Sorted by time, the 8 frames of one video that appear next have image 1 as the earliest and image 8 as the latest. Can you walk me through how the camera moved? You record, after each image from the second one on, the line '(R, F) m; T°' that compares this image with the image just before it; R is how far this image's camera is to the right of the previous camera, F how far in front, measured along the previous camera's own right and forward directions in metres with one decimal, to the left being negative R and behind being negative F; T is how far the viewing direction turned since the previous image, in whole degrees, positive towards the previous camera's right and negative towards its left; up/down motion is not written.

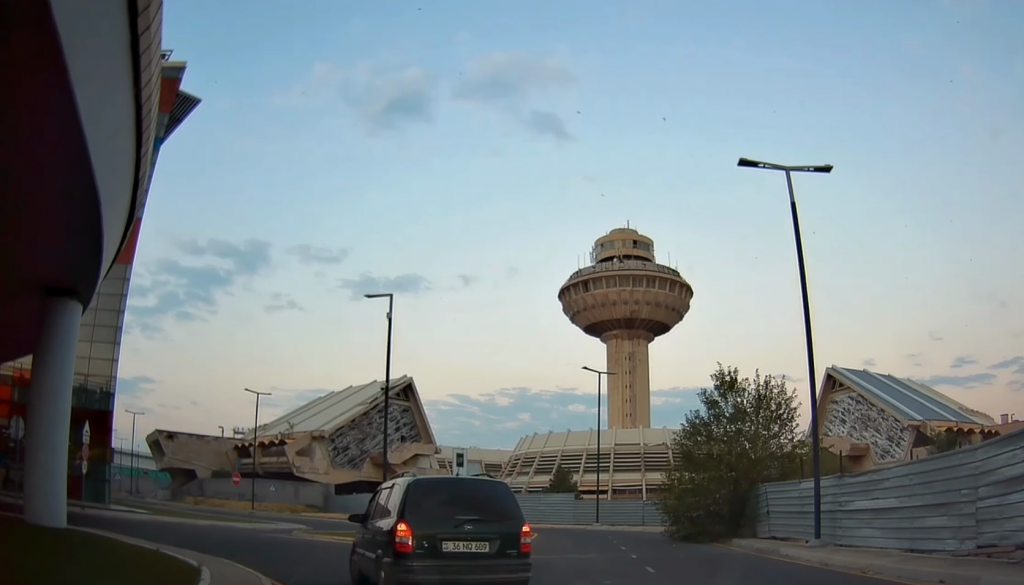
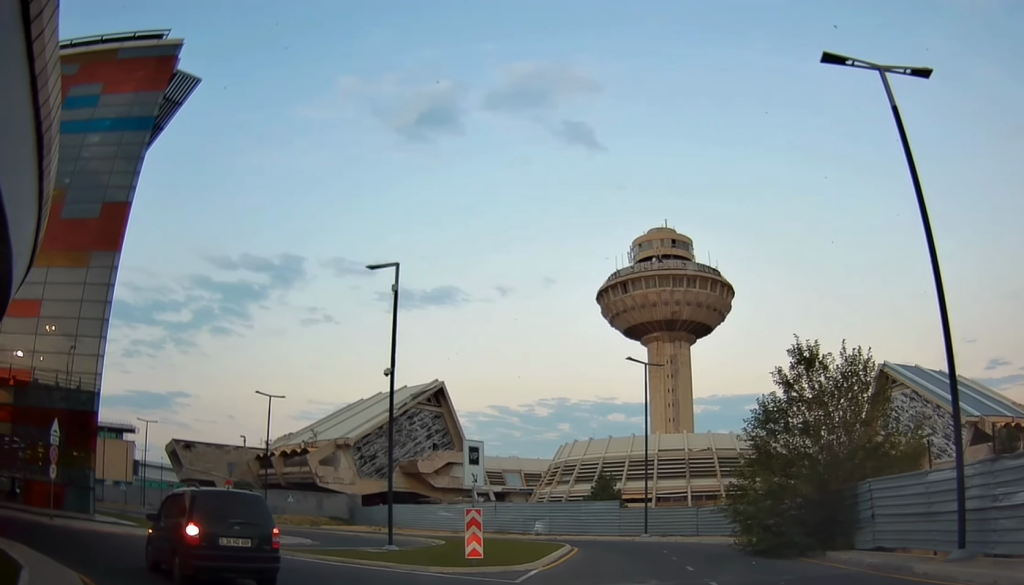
(0.0, +4.7) m; -3°
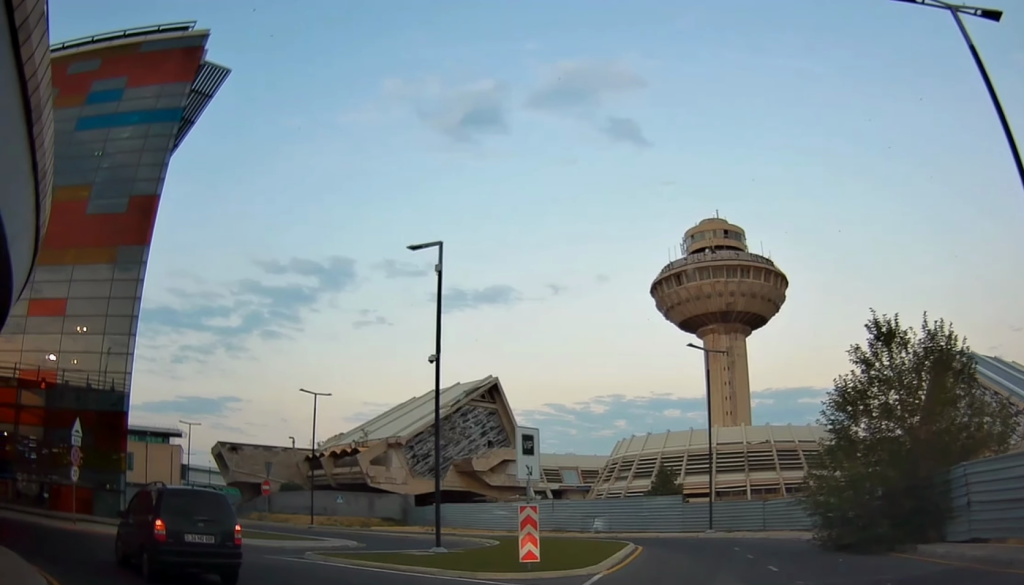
(+0.1, +1.7) m; -5°
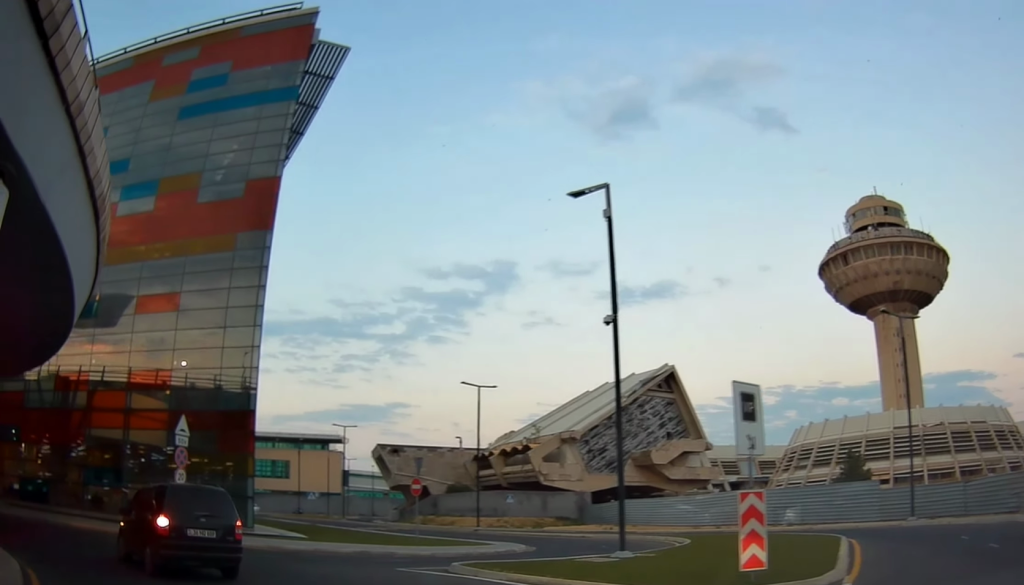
(-0.4, +3.7) m; -15°
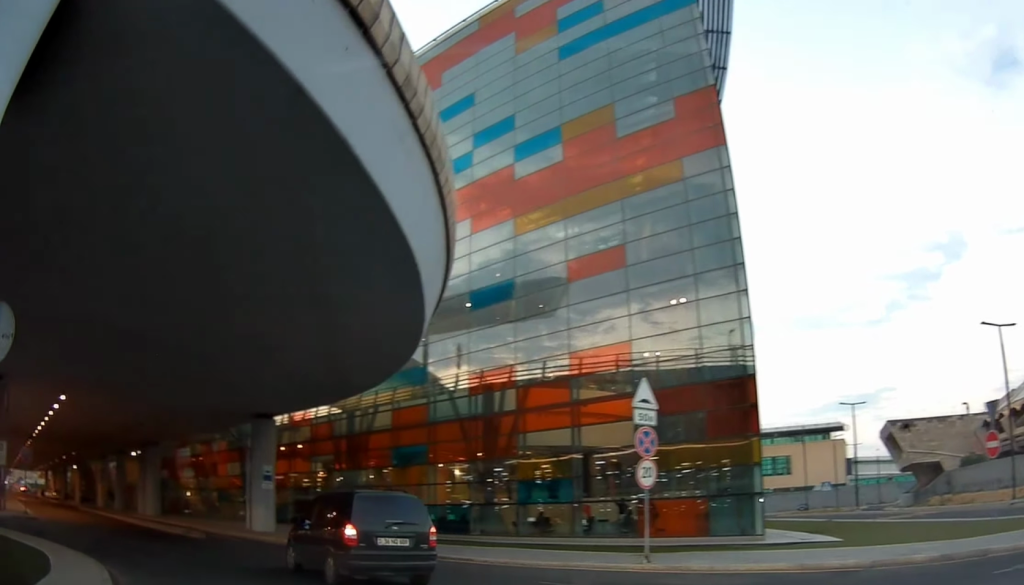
(-2.1, +7.4) m; -35°
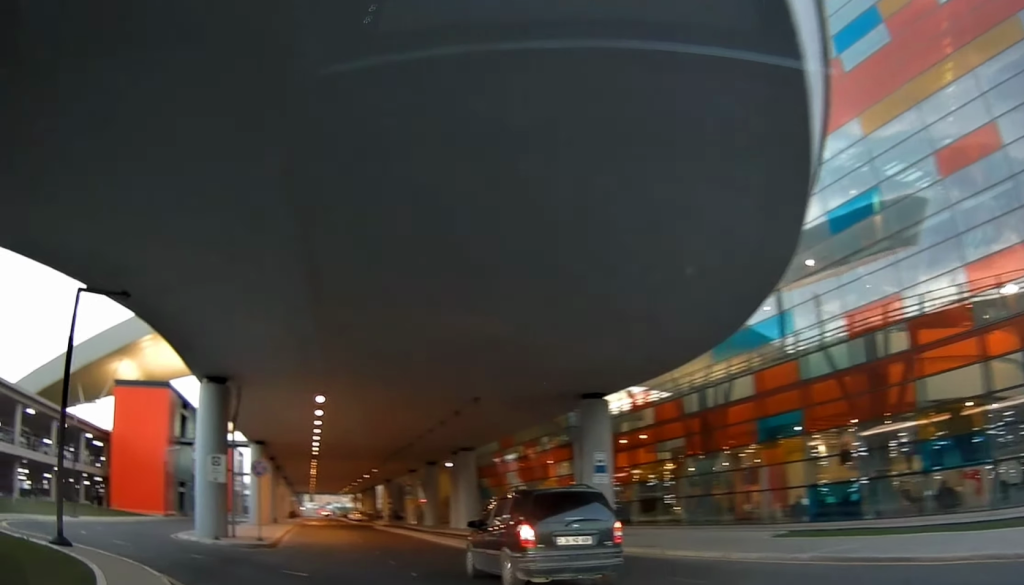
(-1.3, +6.2) m; -21°
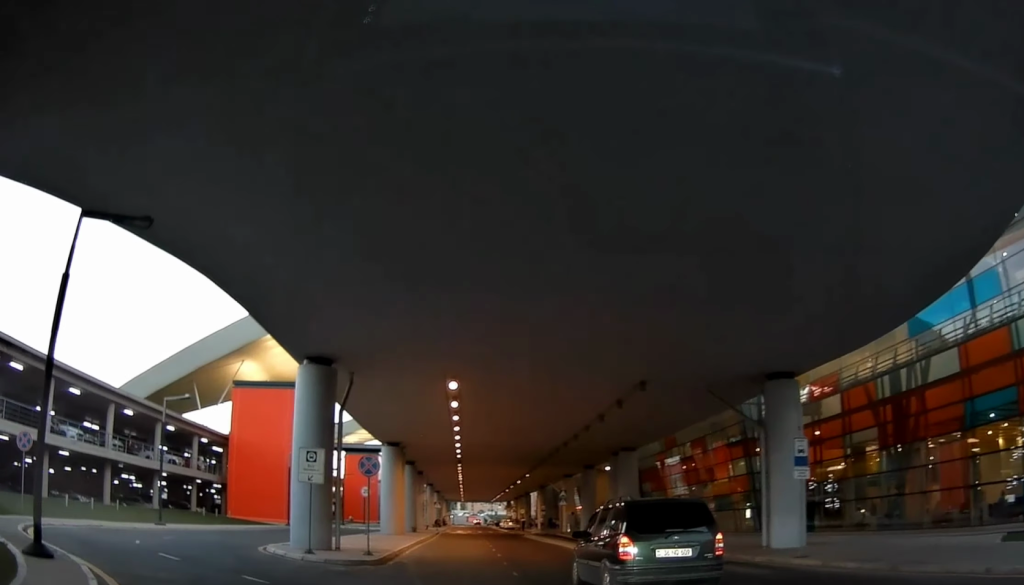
(-0.5, +4.4) m; -9°
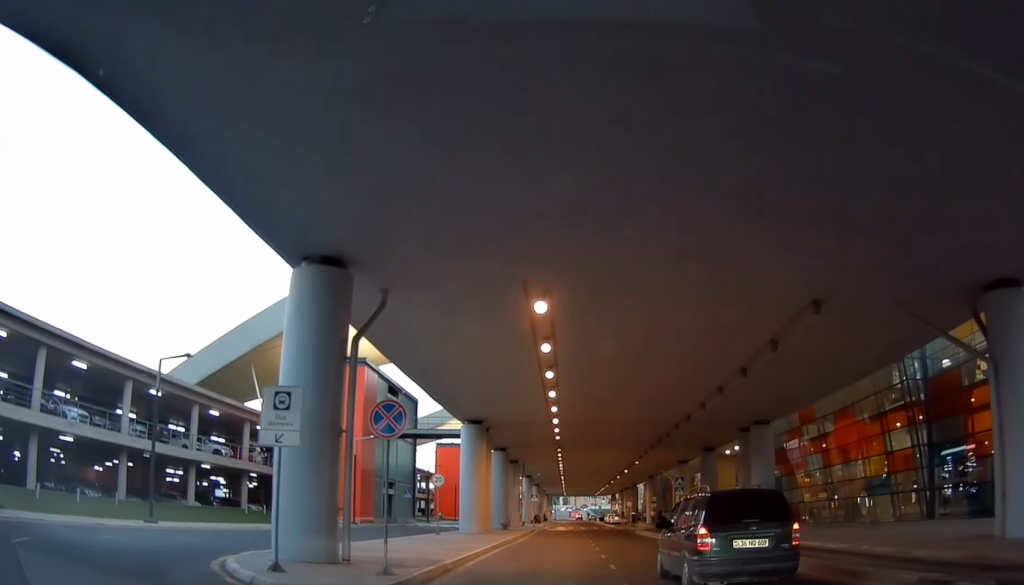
(-0.7, +7.6) m; -10°
